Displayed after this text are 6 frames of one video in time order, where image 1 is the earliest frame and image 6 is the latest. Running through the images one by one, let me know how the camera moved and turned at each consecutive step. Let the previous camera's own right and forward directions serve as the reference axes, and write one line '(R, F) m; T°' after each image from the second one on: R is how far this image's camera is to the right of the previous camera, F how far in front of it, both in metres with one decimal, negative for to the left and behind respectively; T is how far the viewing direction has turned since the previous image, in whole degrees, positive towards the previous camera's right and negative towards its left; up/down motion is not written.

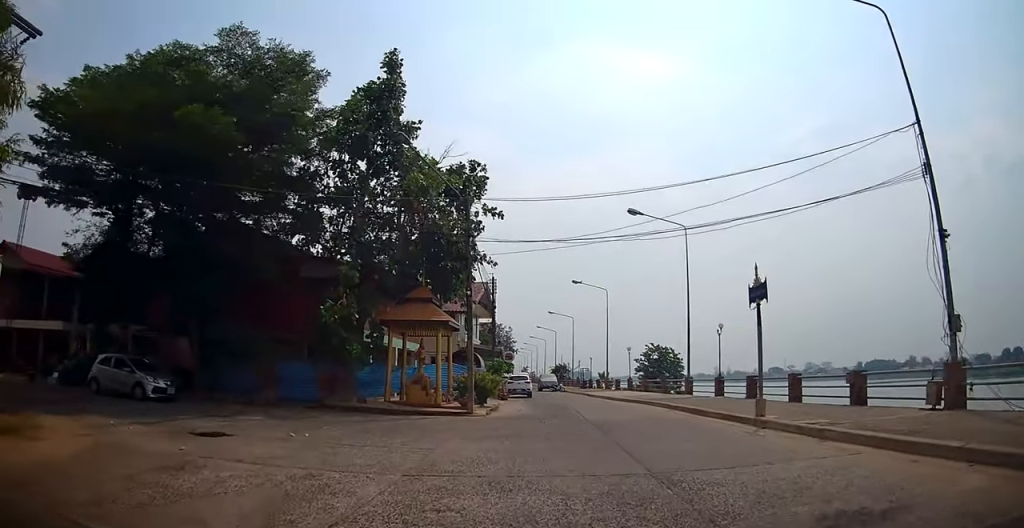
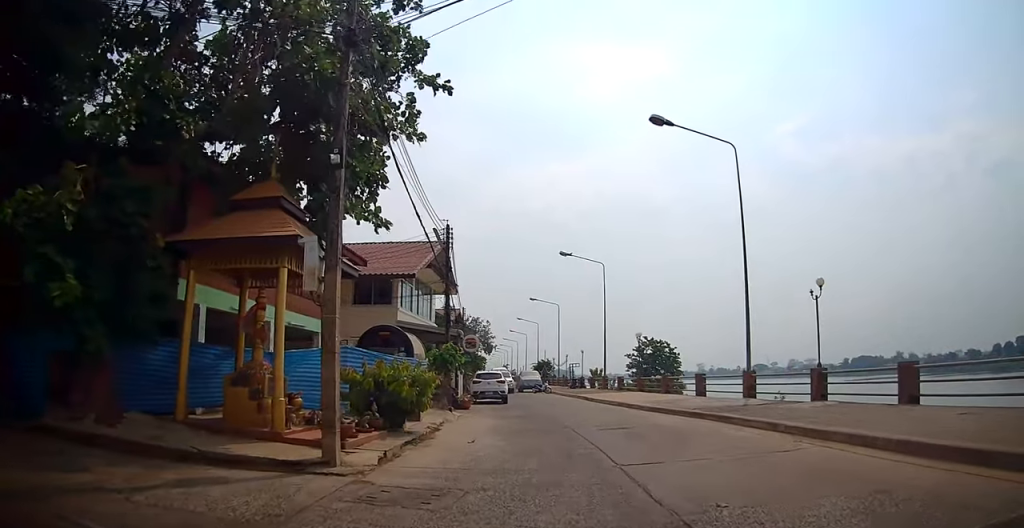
(-0.4, +13.6) m; -1°
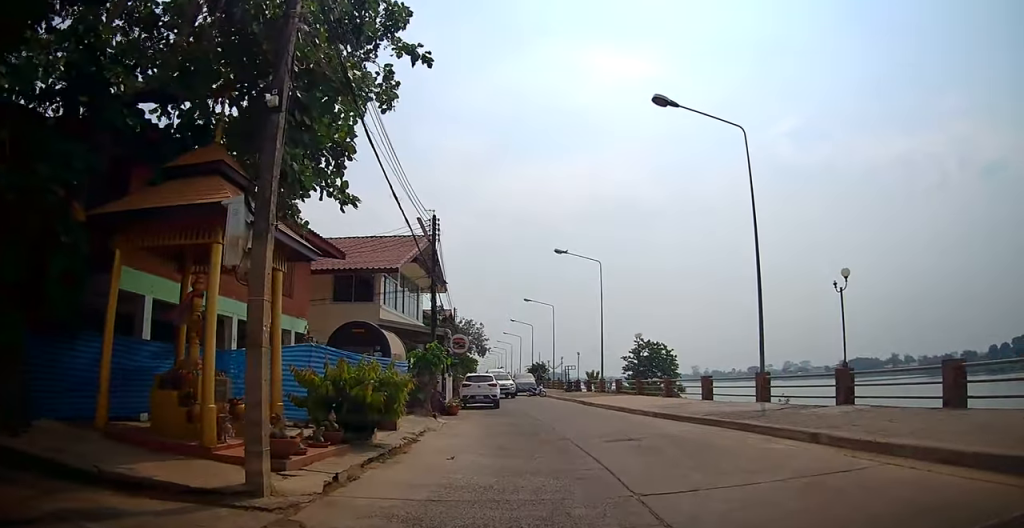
(+0.1, +2.7) m; +2°
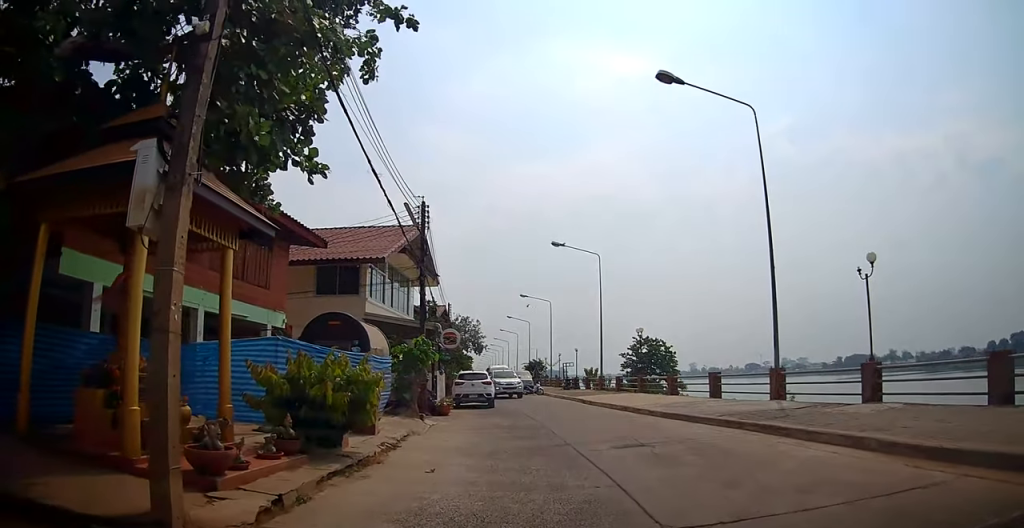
(0.0, +2.1) m; -1°
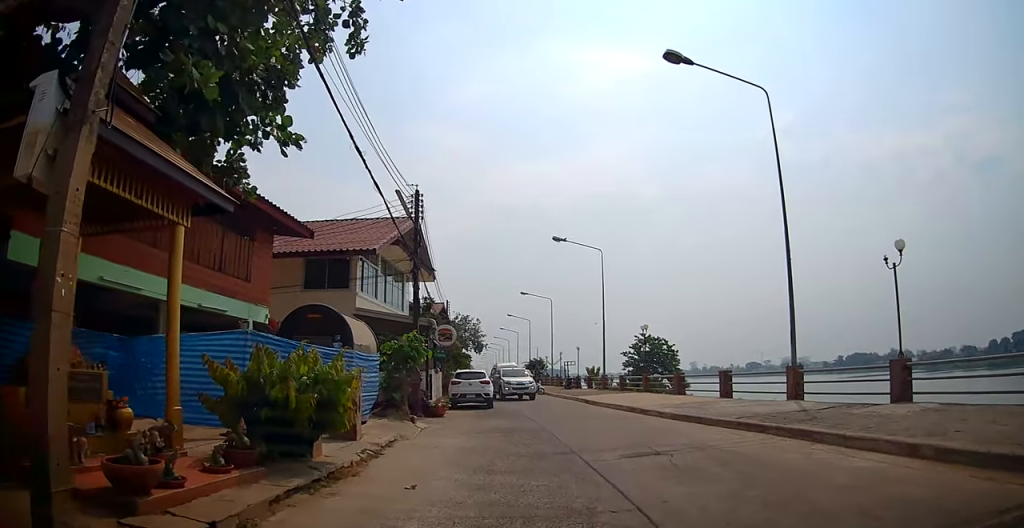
(0.0, +1.9) m; -1°
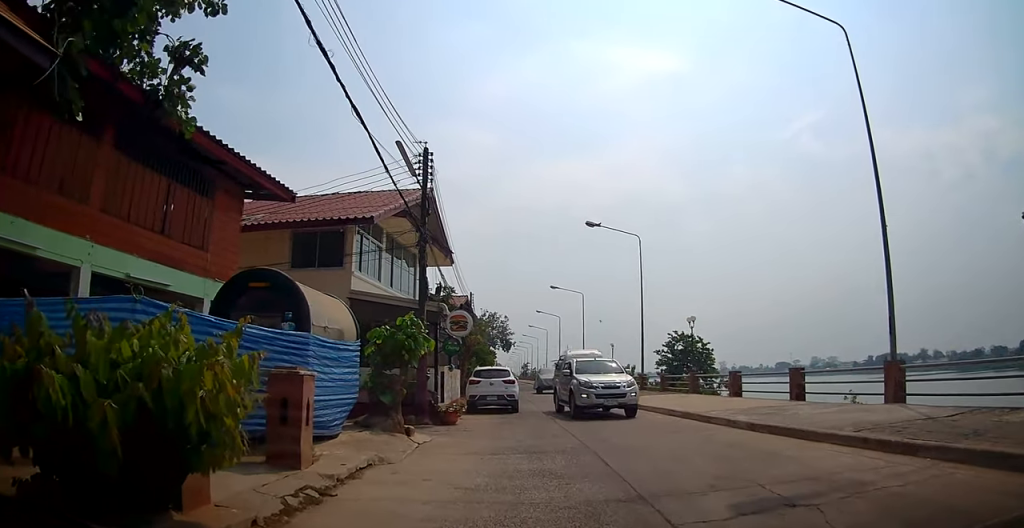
(-0.1, +4.7) m; -3°
